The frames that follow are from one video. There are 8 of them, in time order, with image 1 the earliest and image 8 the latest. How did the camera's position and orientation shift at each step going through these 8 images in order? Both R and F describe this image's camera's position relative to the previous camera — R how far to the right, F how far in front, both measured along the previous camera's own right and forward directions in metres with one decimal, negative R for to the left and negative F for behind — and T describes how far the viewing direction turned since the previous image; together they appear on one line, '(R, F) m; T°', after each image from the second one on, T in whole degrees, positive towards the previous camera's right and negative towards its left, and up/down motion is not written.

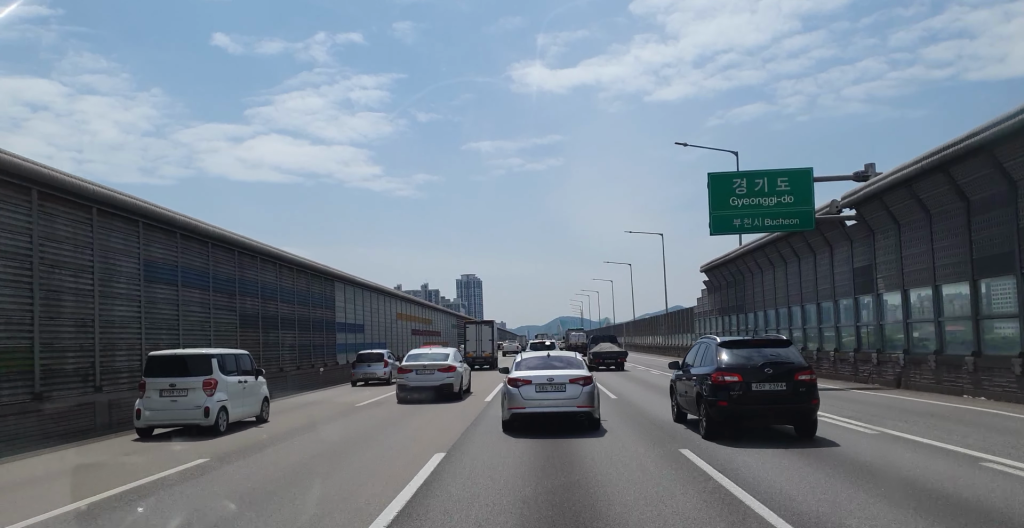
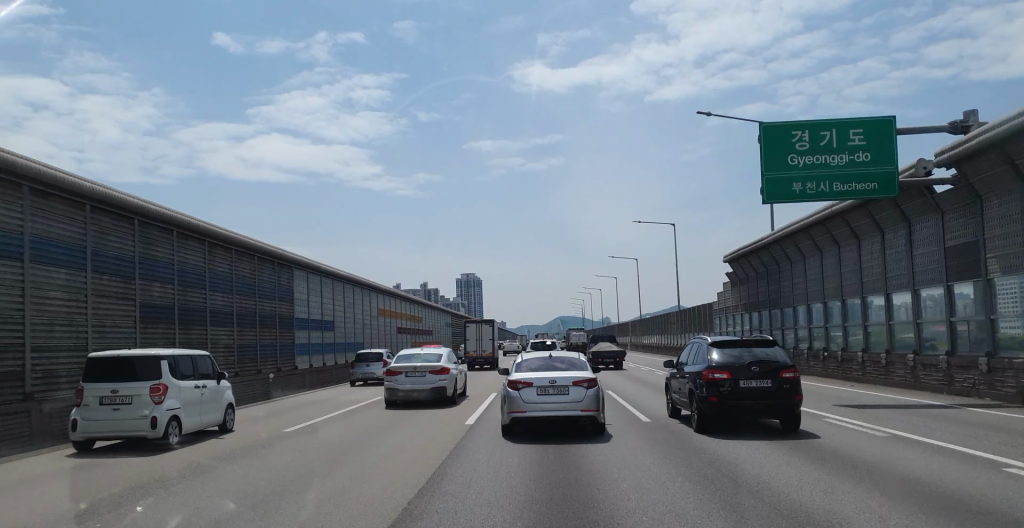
(0.0, +5.6) m; 0°
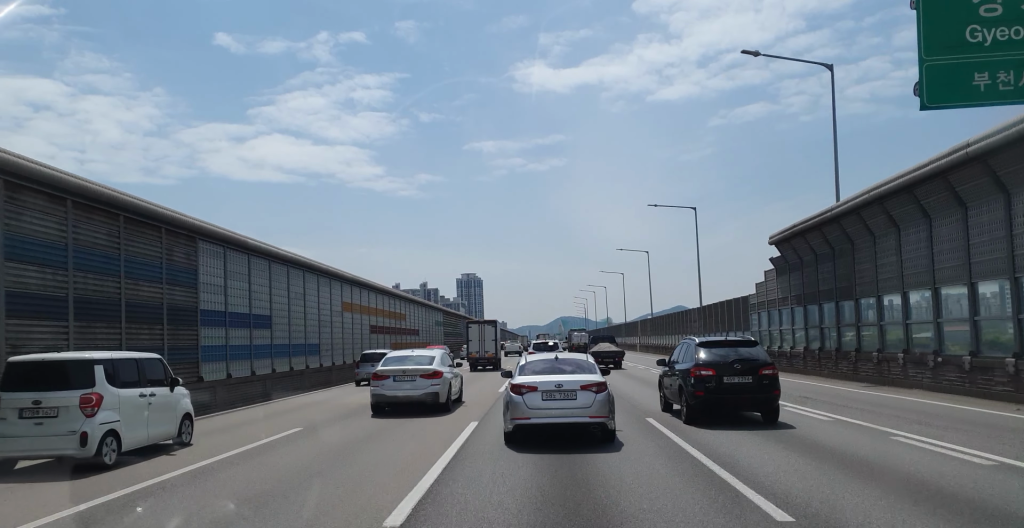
(0.0, +8.1) m; 0°
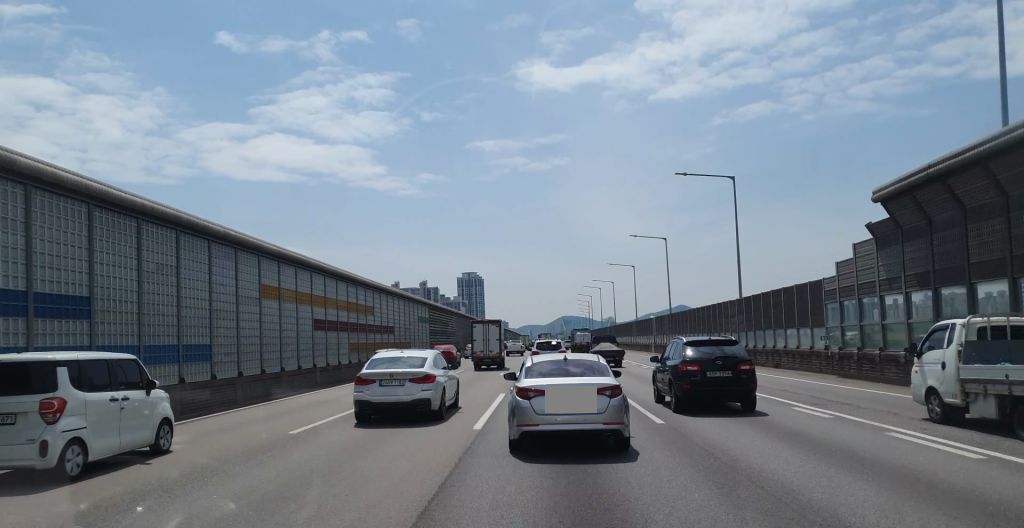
(0.0, +10.3) m; 0°
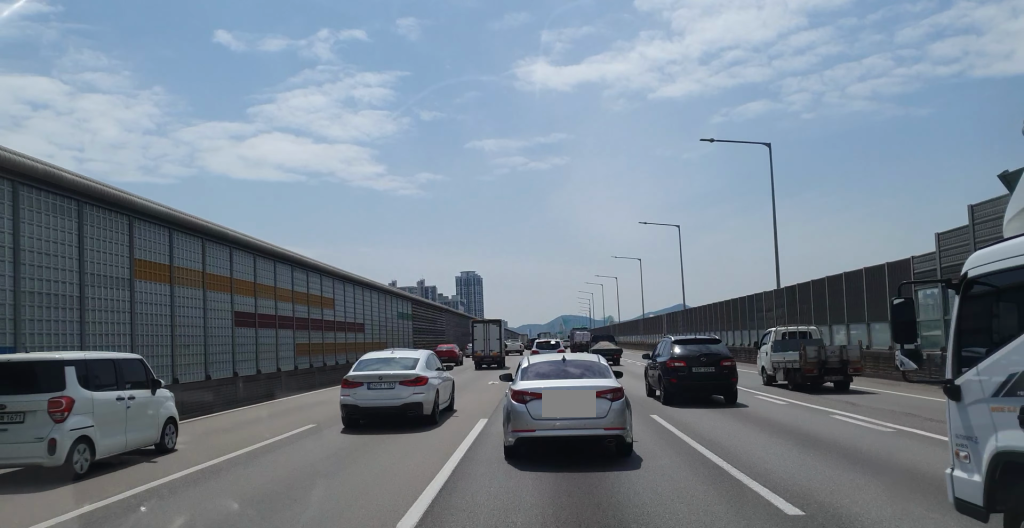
(0.0, +8.3) m; 0°
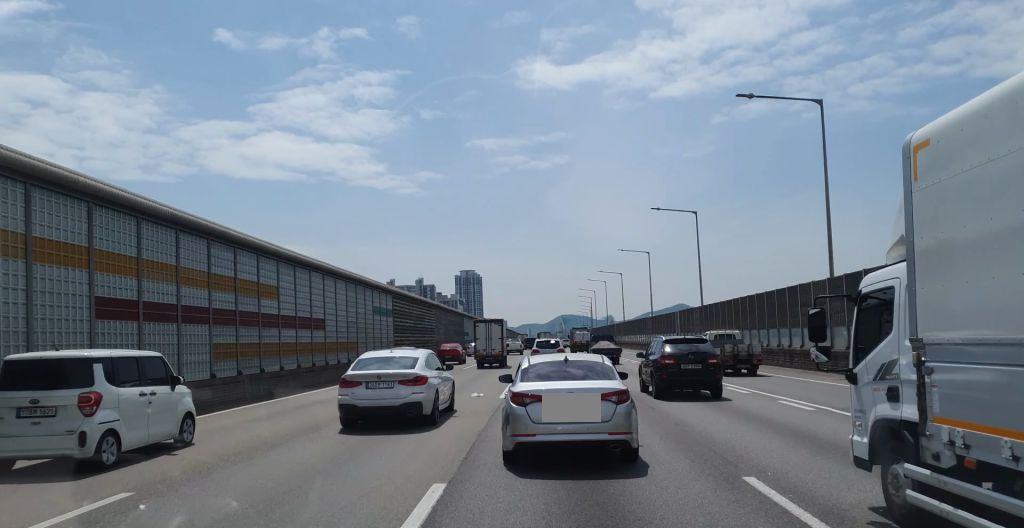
(0.0, +7.6) m; +1°
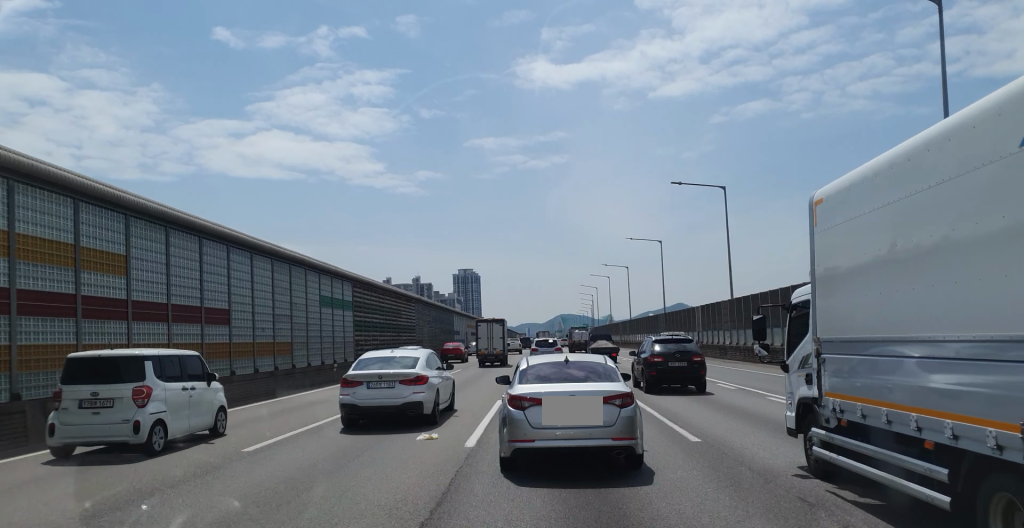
(+0.2, +10.2) m; +2°
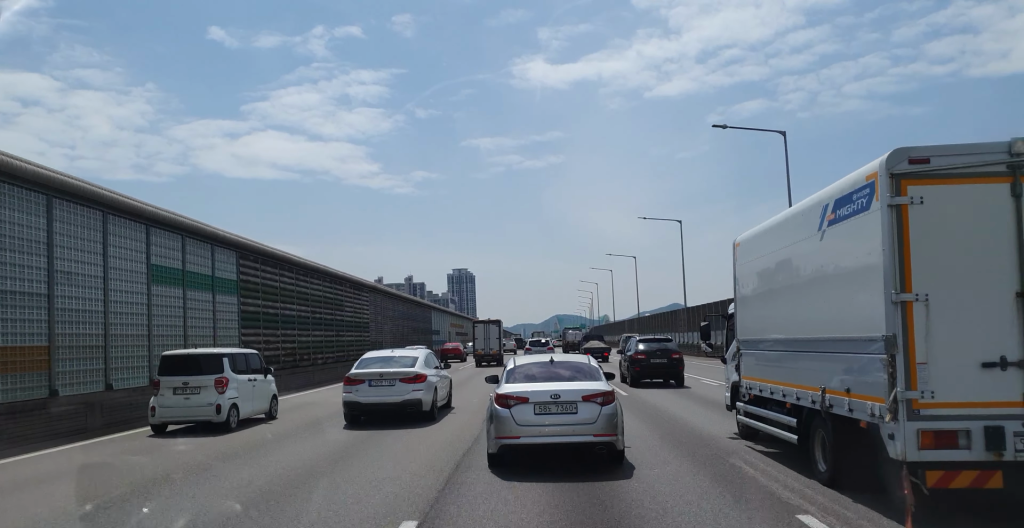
(+0.2, +14.7) m; +1°
